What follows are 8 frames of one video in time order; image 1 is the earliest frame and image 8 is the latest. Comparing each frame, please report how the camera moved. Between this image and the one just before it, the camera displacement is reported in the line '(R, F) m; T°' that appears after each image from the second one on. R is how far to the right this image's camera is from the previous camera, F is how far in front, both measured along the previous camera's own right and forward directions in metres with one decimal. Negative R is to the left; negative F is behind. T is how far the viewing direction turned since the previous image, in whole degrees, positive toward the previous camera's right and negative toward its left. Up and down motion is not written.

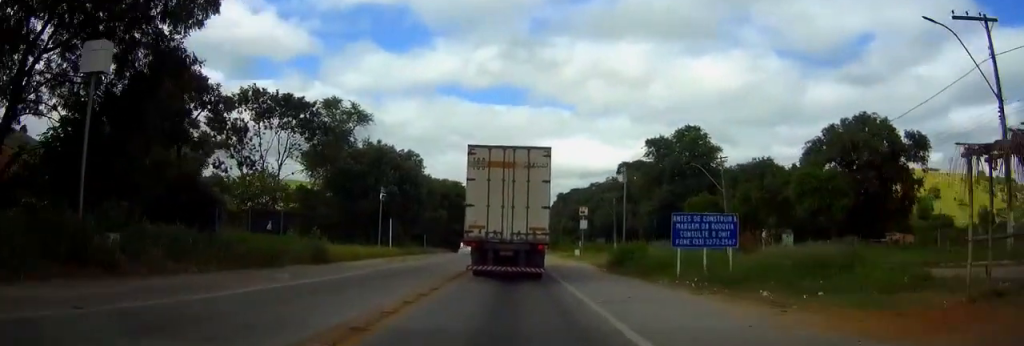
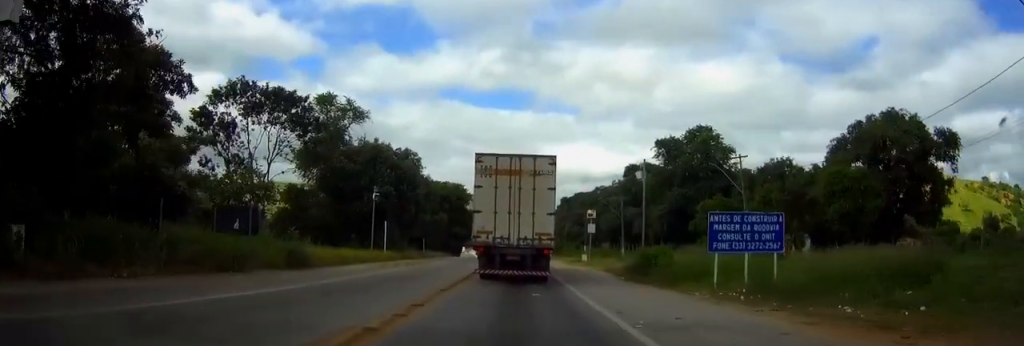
(0.0, +4.2) m; 0°
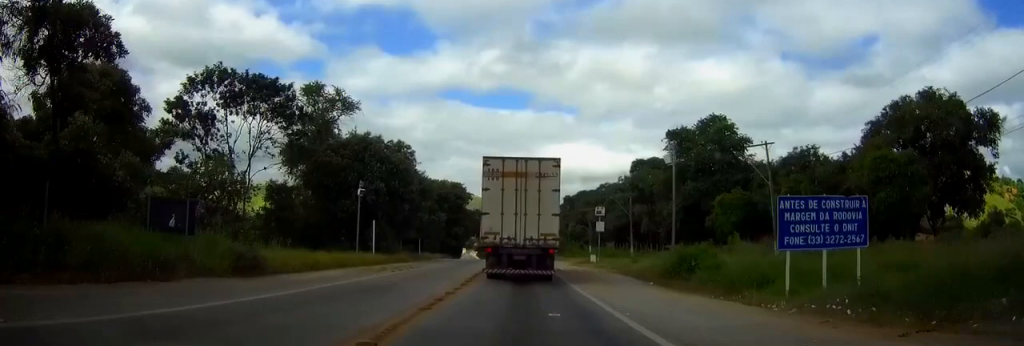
(0.0, +5.1) m; 0°
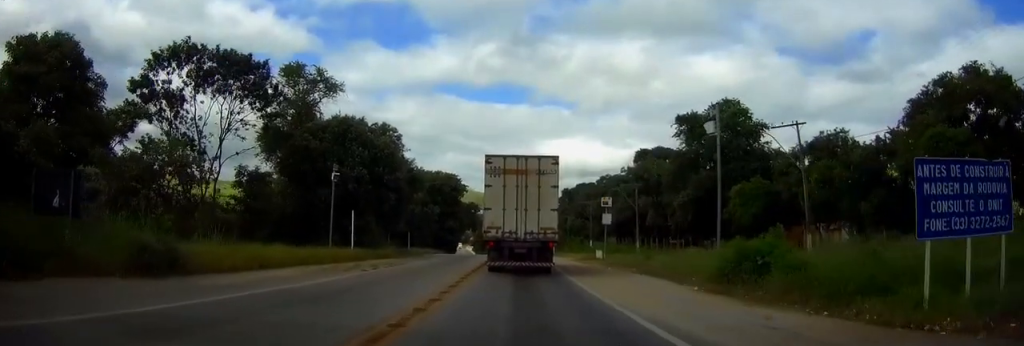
(+0.1, +5.6) m; 0°
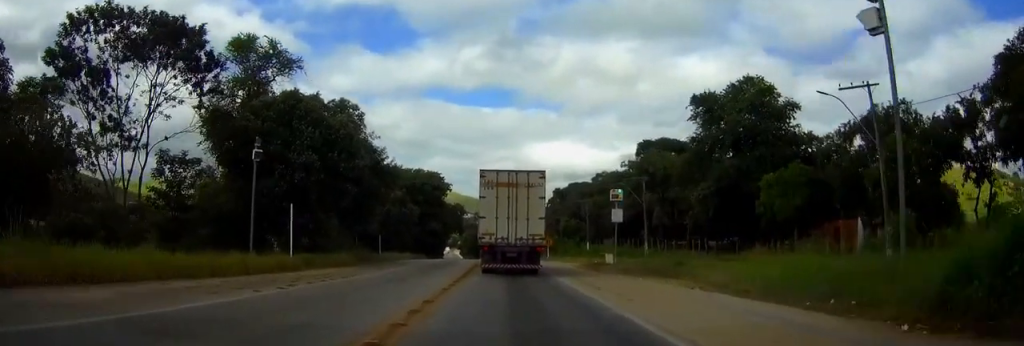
(0.0, +9.9) m; 0°
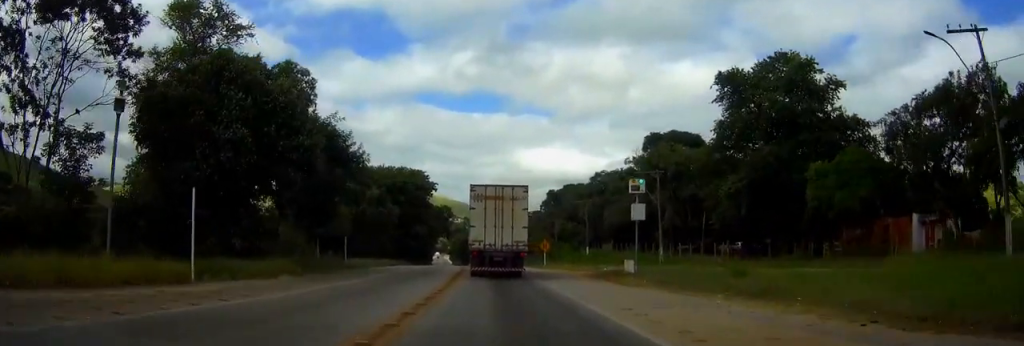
(-0.1, +10.2) m; +1°
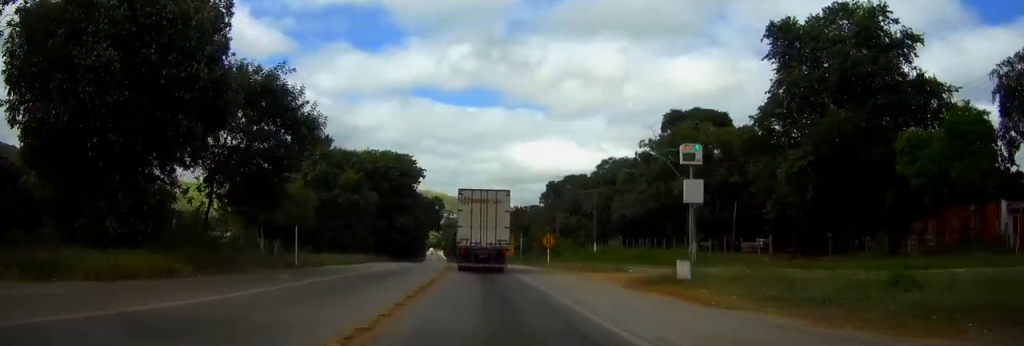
(+0.3, +11.1) m; +1°
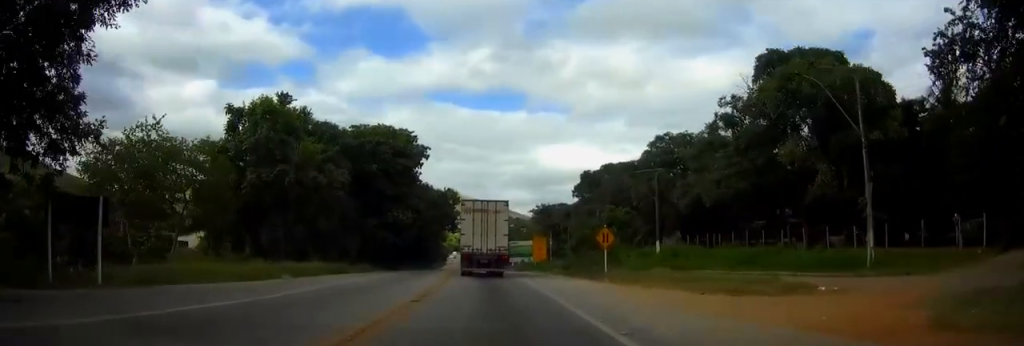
(-0.3, +22.2) m; -2°
